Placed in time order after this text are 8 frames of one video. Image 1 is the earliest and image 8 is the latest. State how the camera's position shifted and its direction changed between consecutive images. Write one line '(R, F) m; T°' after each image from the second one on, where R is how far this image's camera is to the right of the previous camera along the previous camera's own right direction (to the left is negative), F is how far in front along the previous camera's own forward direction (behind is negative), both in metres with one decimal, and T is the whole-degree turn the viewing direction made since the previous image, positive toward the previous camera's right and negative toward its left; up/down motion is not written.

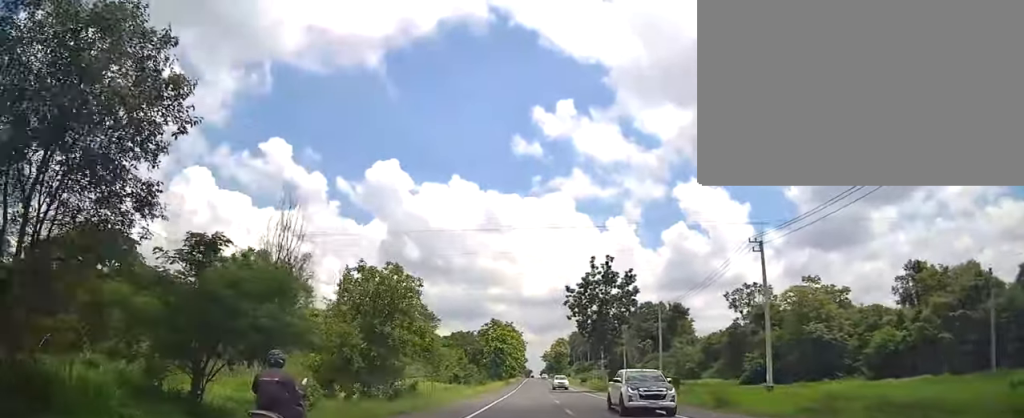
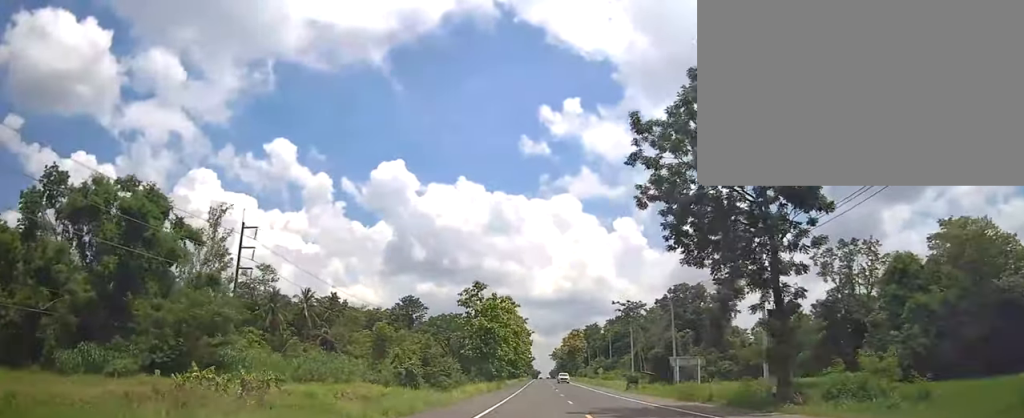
(-1.7, +41.0) m; -2°
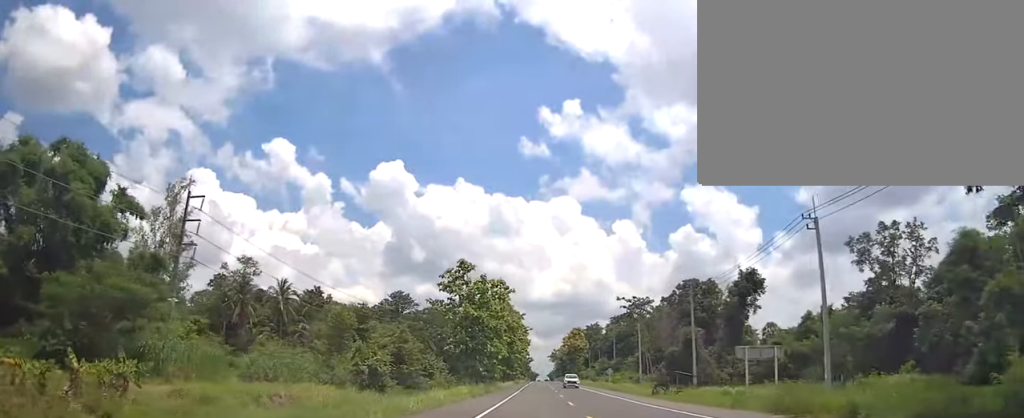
(+0.3, +12.2) m; +1°
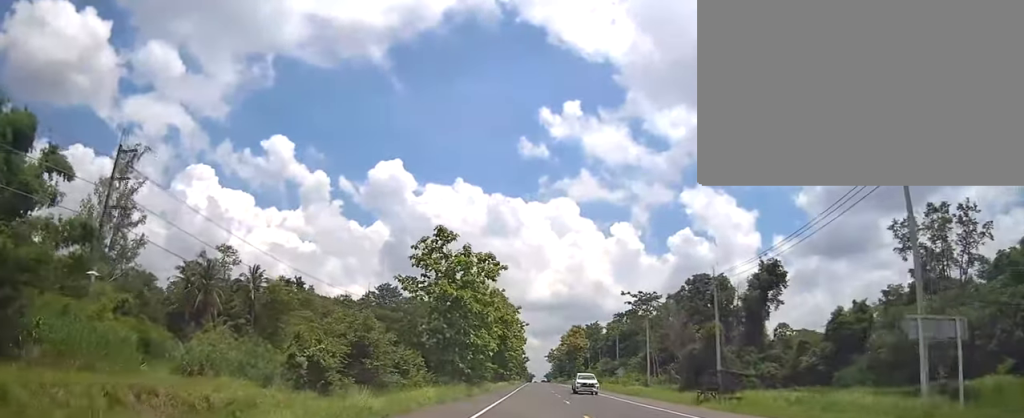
(+0.1, +11.8) m; +1°
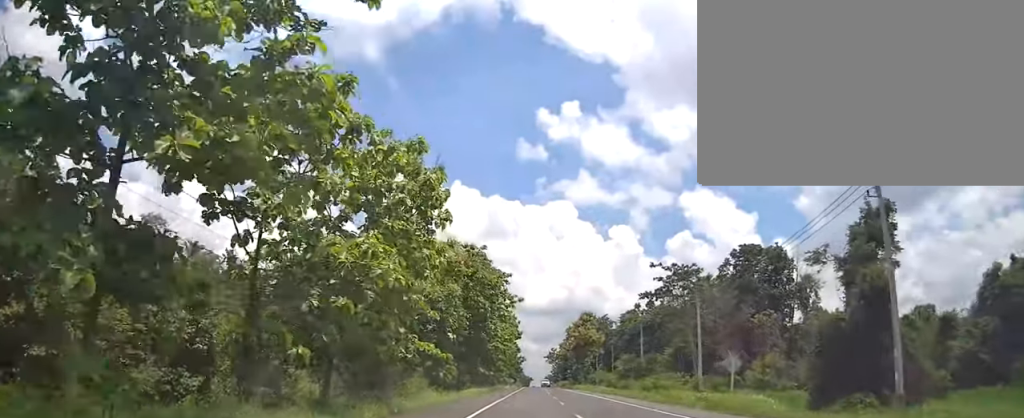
(+0.1, +35.1) m; 0°
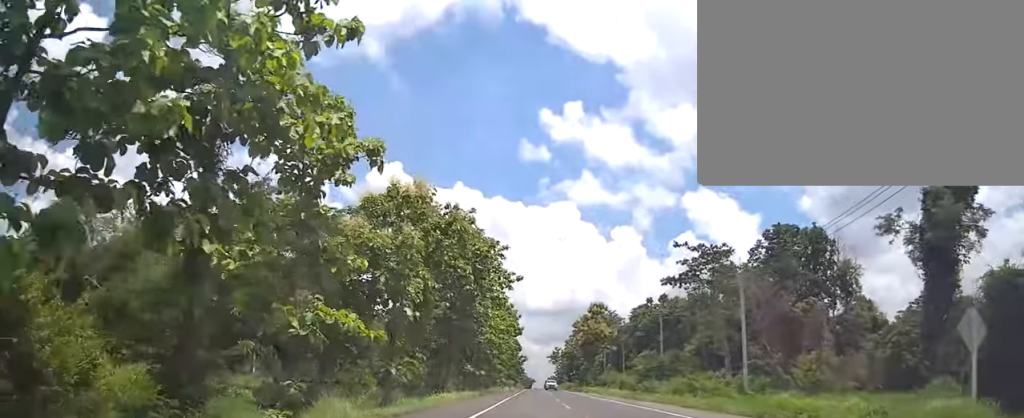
(0.0, +15.2) m; 0°
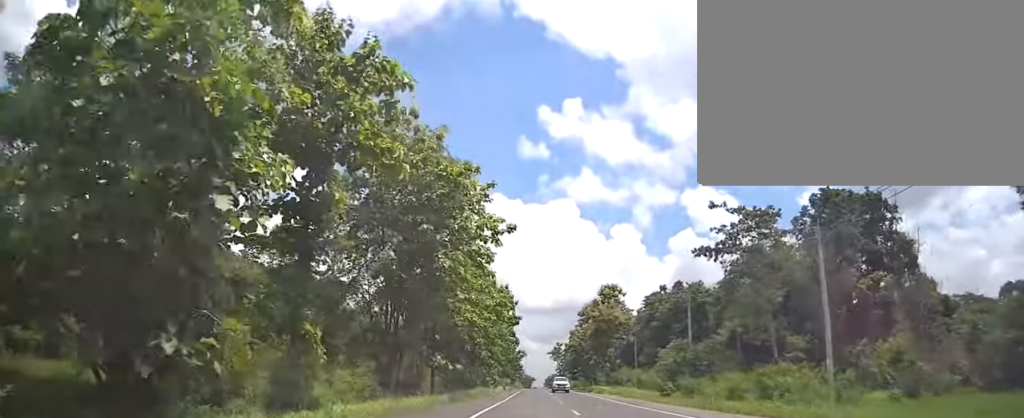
(0.0, +17.6) m; -1°
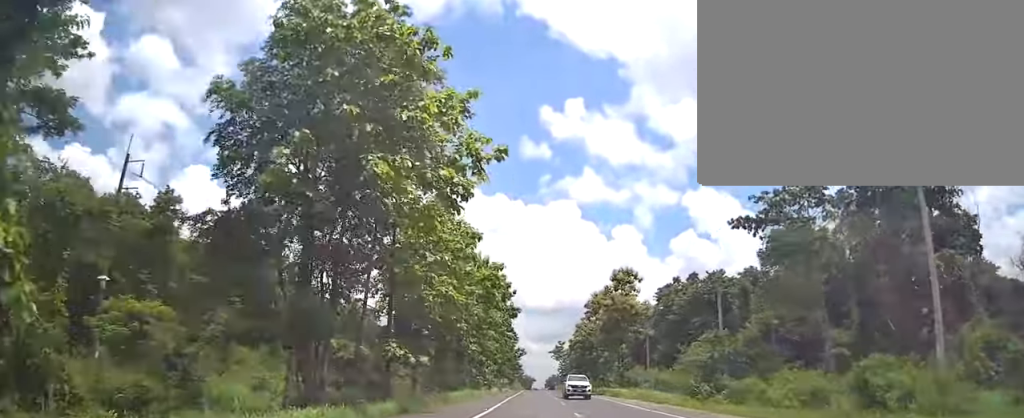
(-0.2, +12.7) m; 0°
